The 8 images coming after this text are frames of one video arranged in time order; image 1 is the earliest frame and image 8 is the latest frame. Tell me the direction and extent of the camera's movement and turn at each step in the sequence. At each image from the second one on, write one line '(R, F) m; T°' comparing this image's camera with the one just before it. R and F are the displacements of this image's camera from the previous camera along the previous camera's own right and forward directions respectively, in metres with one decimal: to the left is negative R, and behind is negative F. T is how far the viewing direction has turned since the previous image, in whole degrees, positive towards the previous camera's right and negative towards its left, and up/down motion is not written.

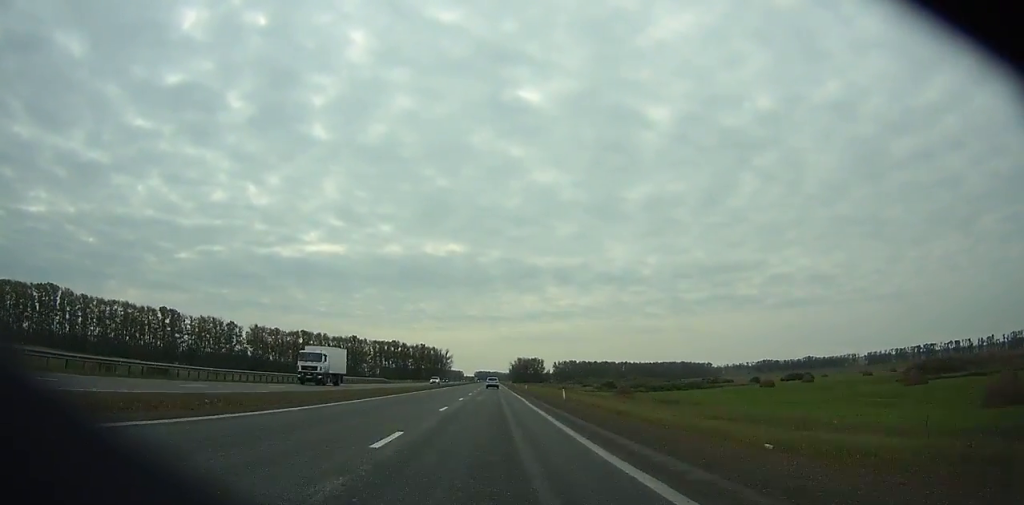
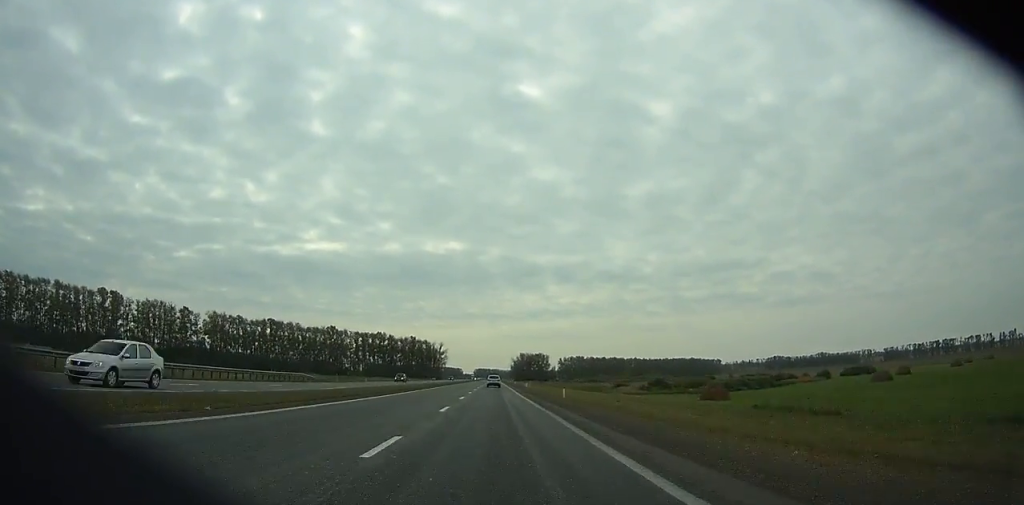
(0.0, +49.9) m; 0°
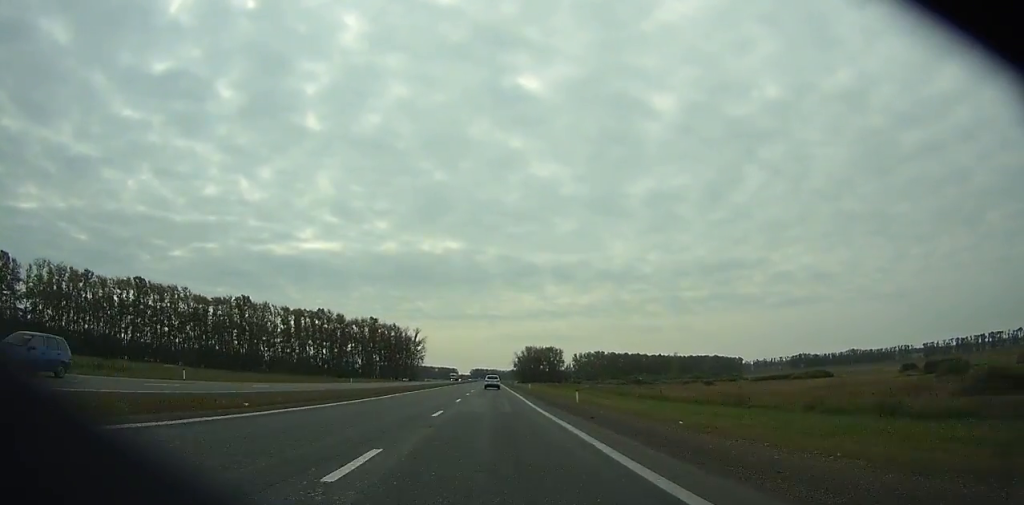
(0.0, +111.0) m; 0°
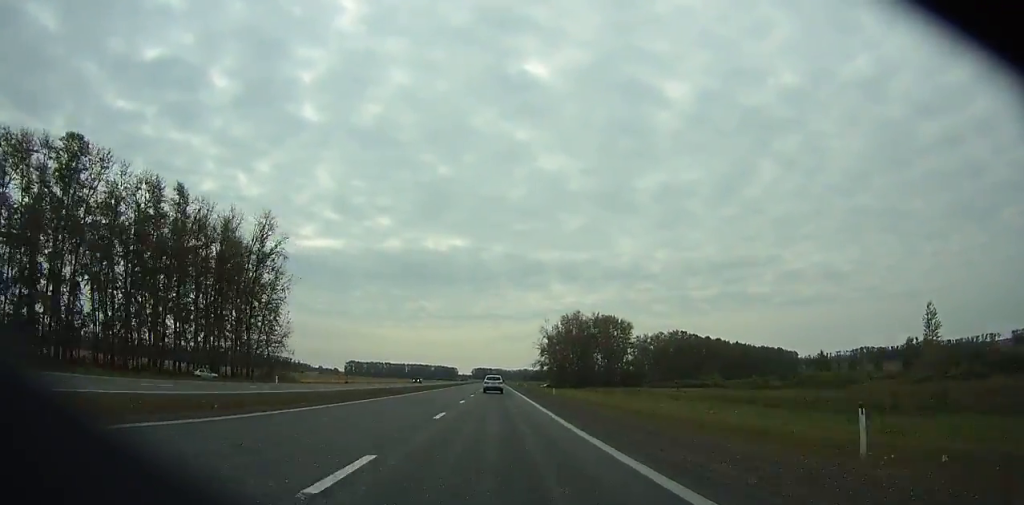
(+0.3, +180.7) m; 0°
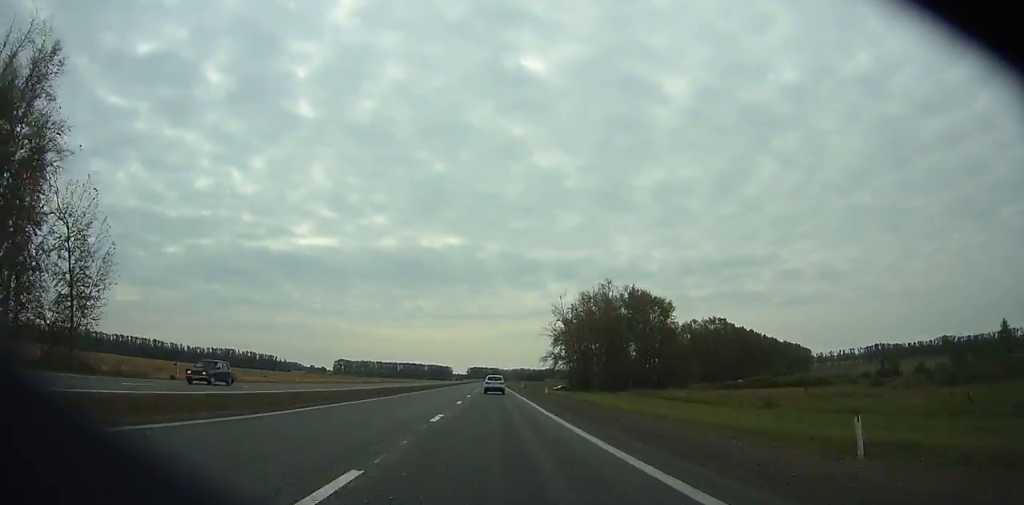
(0.0, +50.2) m; 0°
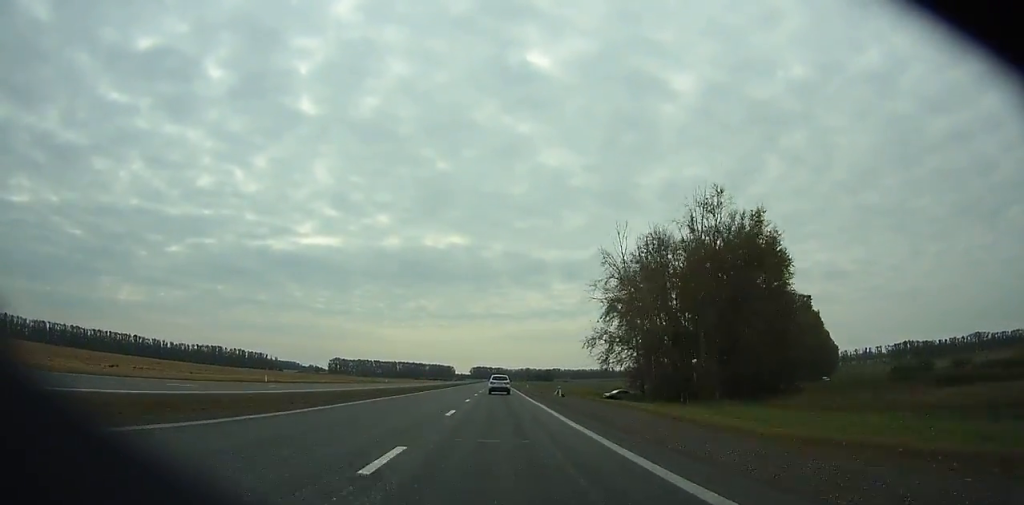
(0.0, +58.4) m; 0°
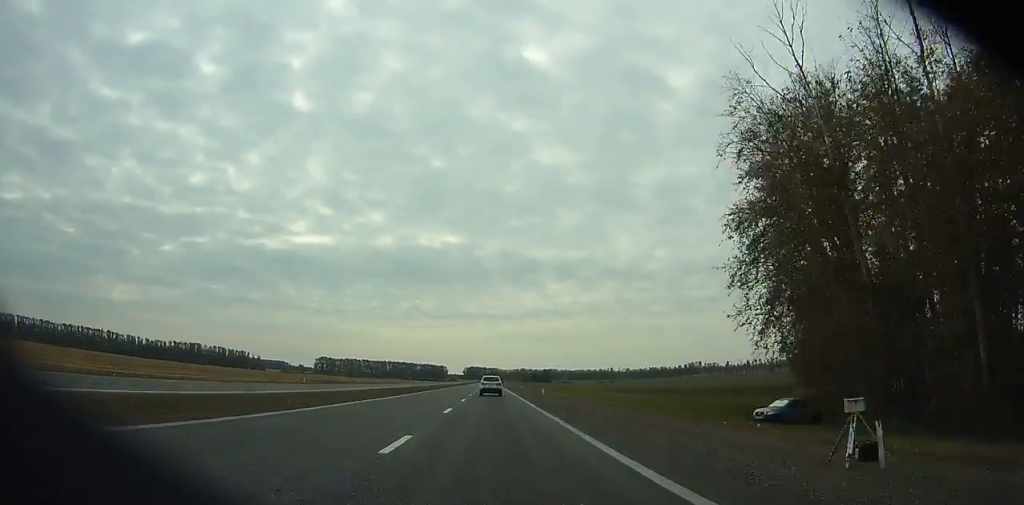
(0.0, +46.1) m; 0°
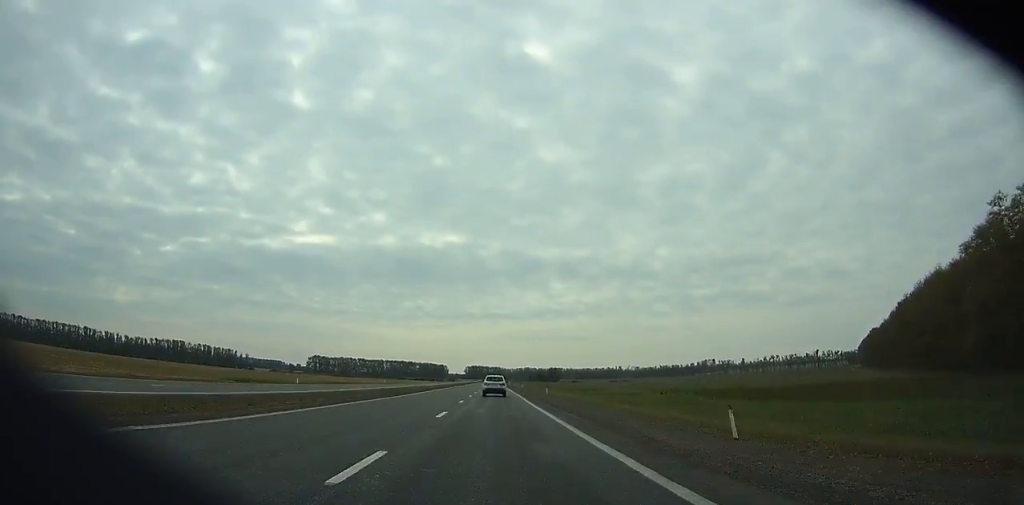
(+0.1, +50.5) m; 0°
